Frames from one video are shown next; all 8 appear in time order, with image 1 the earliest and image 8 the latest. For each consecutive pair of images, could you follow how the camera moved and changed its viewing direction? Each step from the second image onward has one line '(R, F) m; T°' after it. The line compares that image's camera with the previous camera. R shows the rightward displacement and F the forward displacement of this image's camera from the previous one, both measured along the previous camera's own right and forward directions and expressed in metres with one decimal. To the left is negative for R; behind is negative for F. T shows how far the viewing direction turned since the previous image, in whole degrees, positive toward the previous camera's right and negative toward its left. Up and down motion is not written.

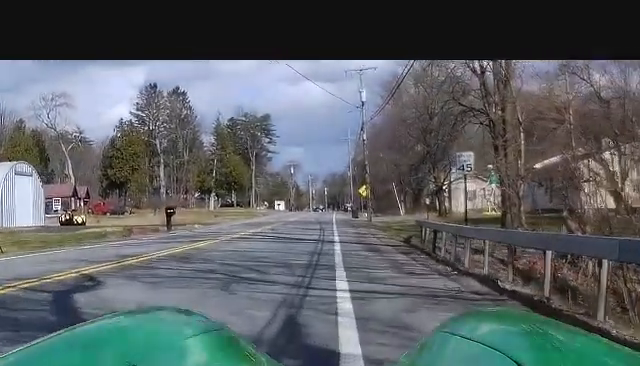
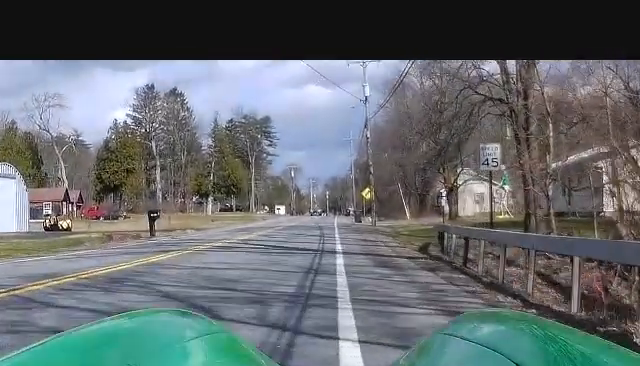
(+0.1, +4.2) m; +1°
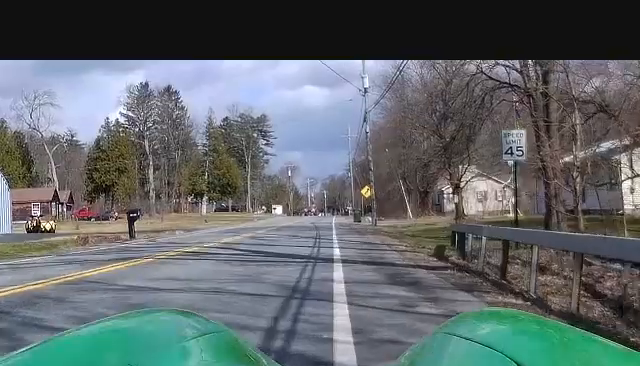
(0.0, +3.5) m; 0°
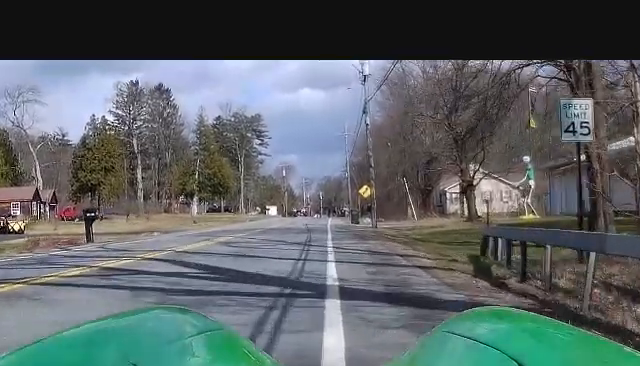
(0.0, +5.6) m; 0°
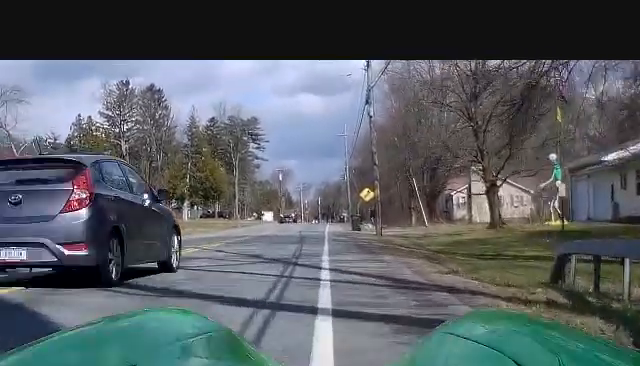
(0.0, +6.5) m; 0°
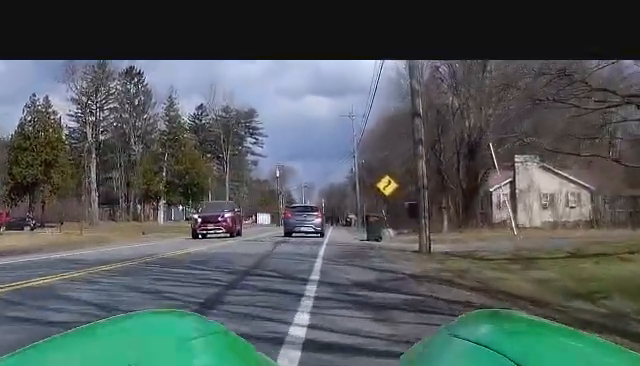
(0.0, +20.2) m; -1°
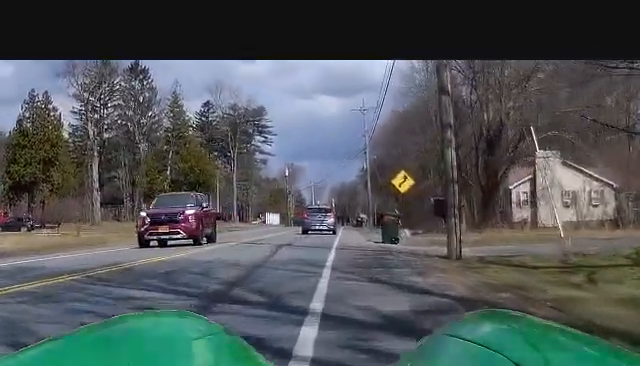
(0.0, +3.6) m; -1°
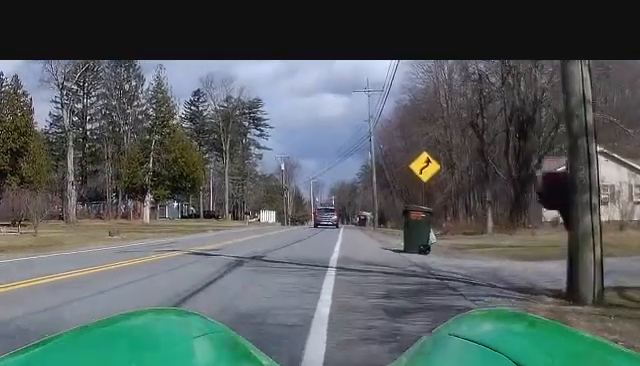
(-0.2, +9.3) m; -2°
